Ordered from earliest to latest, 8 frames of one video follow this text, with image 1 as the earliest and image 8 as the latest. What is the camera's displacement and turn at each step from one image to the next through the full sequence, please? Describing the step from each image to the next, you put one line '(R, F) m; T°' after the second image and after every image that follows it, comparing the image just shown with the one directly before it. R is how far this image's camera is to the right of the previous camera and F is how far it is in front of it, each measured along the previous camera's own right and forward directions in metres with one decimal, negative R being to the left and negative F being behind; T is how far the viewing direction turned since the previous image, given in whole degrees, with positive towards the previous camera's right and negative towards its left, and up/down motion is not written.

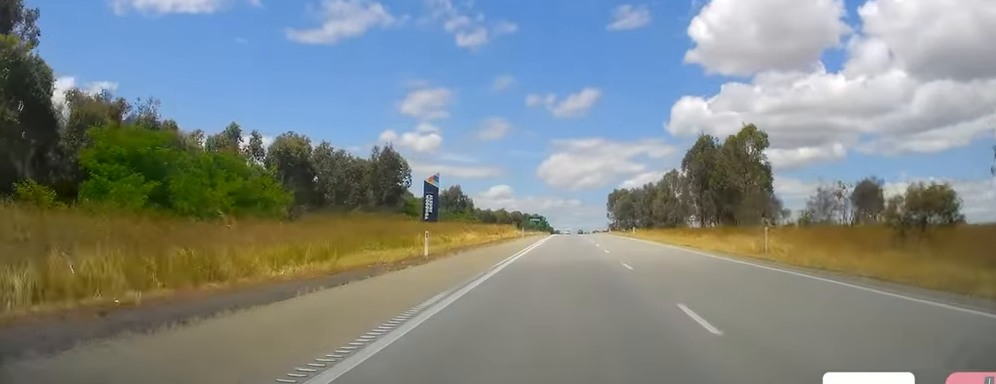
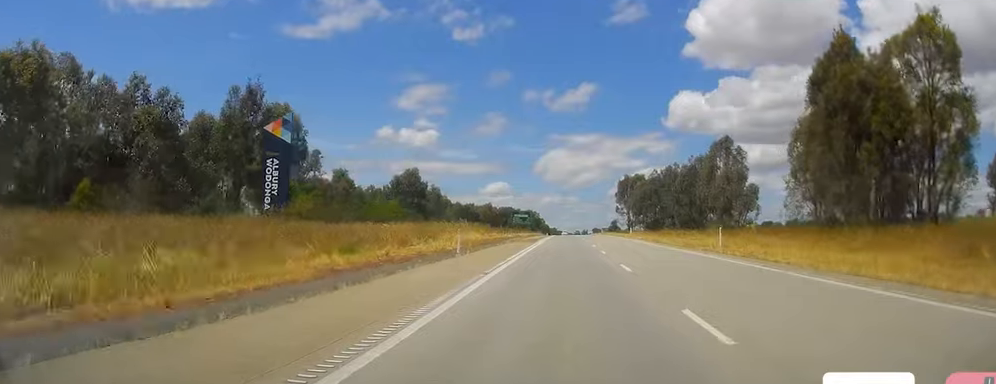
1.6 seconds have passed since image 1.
(+0.5, +47.0) m; +2°
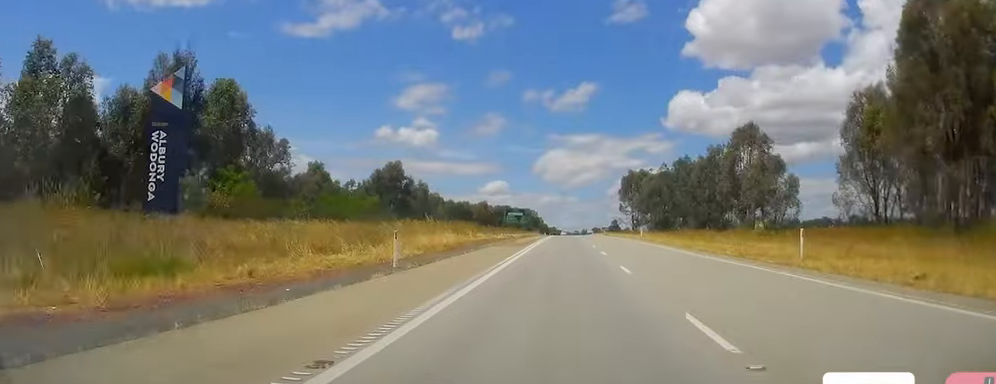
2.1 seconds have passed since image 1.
(-0.2, +12.4) m; -1°
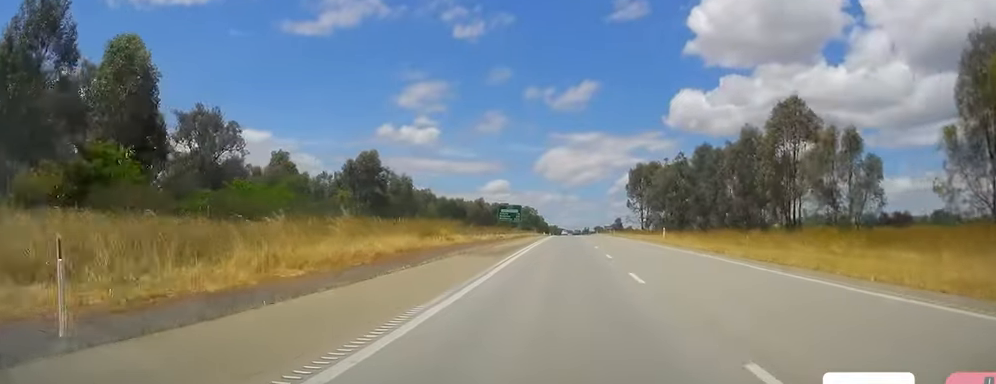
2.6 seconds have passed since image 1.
(0.0, +15.3) m; -1°
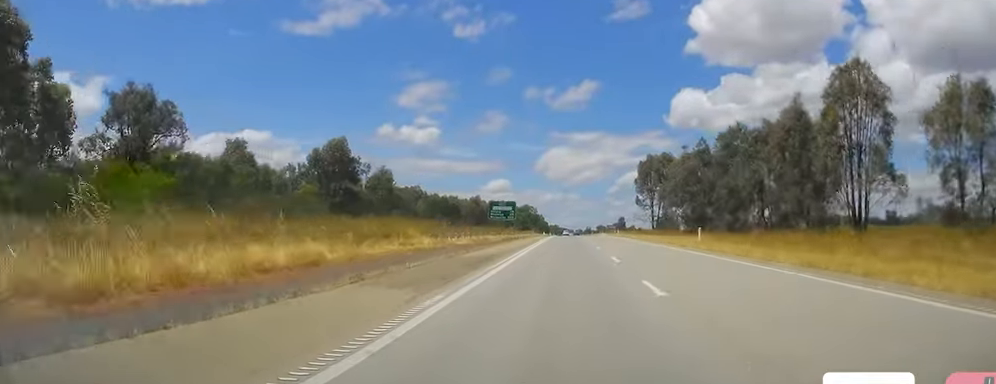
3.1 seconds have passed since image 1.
(-0.2, +14.5) m; 0°
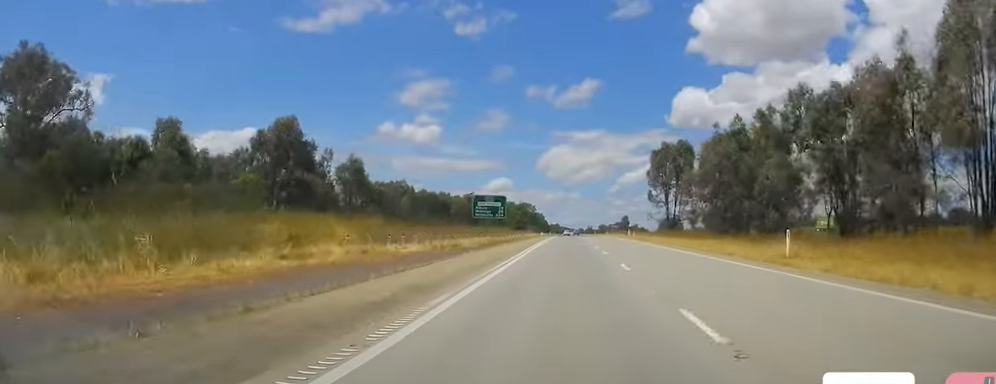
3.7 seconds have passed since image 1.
(-0.2, +16.4) m; 0°
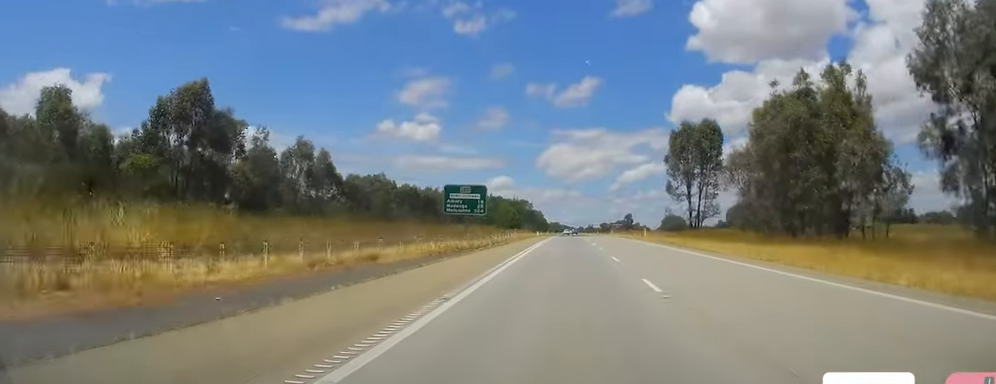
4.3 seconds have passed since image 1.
(+0.3, +18.5) m; +1°
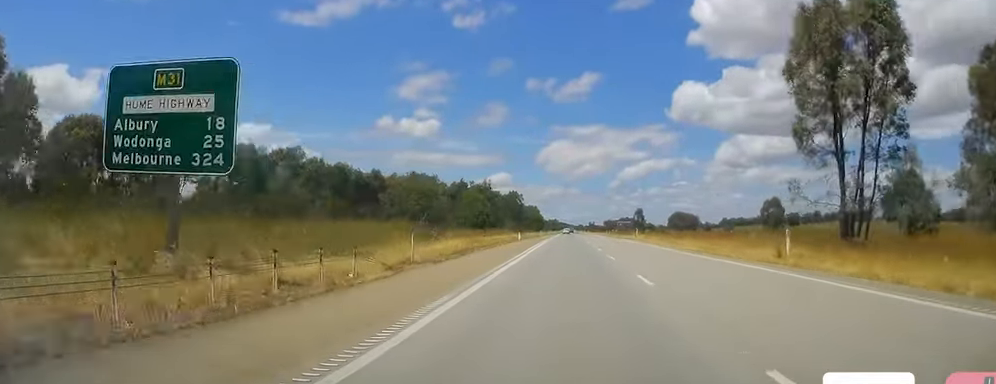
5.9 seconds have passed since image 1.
(+0.1, +45.9) m; -1°
